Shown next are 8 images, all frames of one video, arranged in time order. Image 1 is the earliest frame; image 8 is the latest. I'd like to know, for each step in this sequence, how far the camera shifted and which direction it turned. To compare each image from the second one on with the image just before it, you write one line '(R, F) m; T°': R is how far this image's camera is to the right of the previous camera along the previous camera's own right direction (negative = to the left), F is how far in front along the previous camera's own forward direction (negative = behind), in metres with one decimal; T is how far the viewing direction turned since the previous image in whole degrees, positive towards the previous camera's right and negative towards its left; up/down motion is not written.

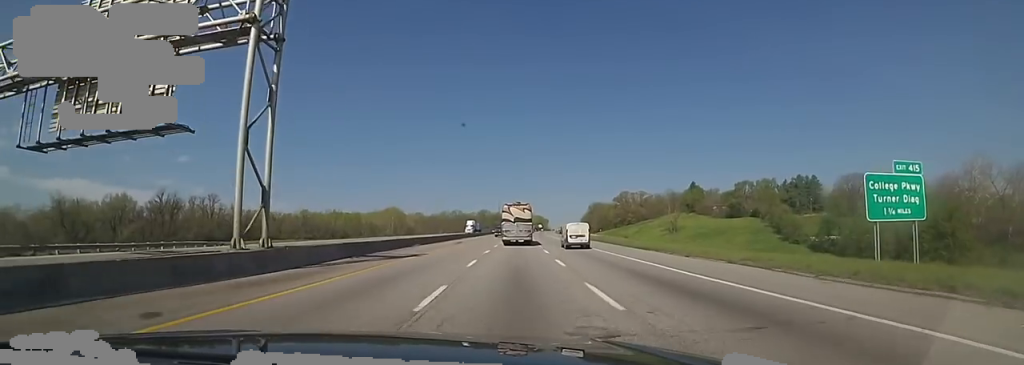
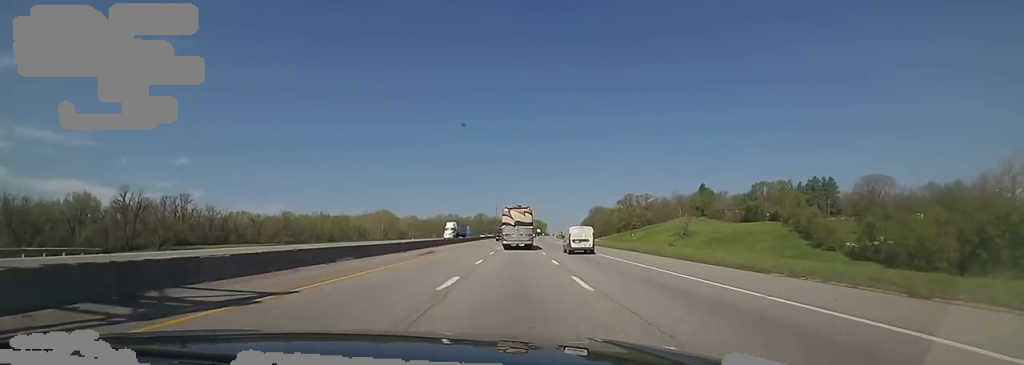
(0.0, +16.2) m; 0°
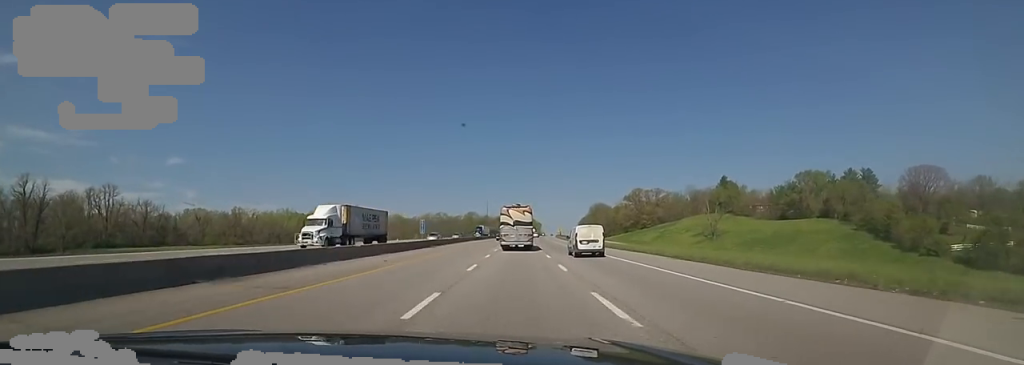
(+0.1, +34.5) m; +3°
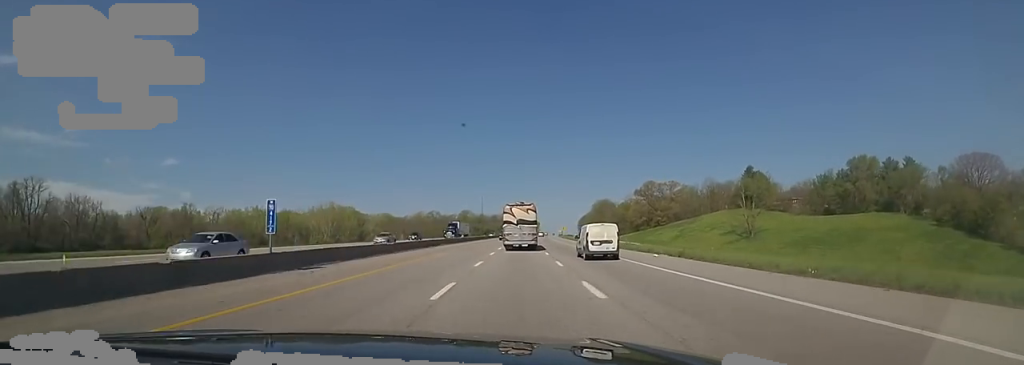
(+1.2, +27.1) m; 0°
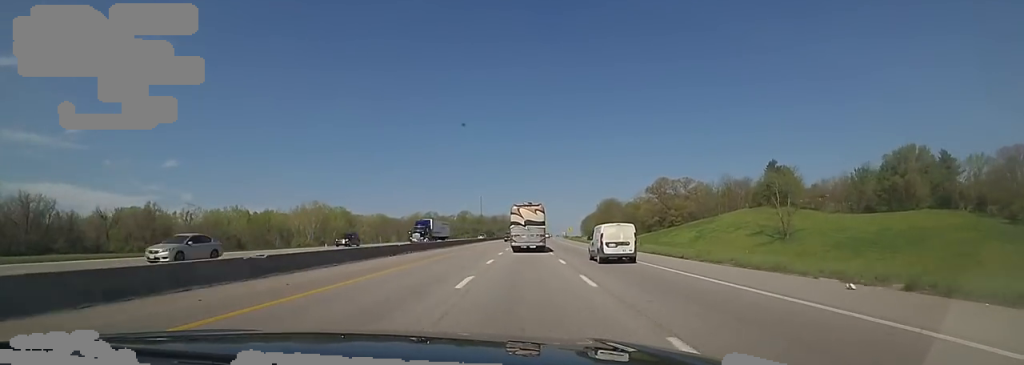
(-0.2, +17.4) m; 0°
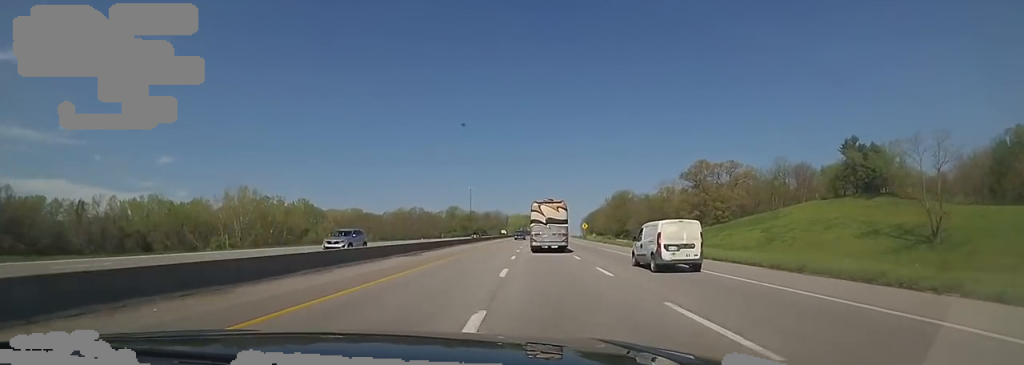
(+0.1, +46.7) m; 0°
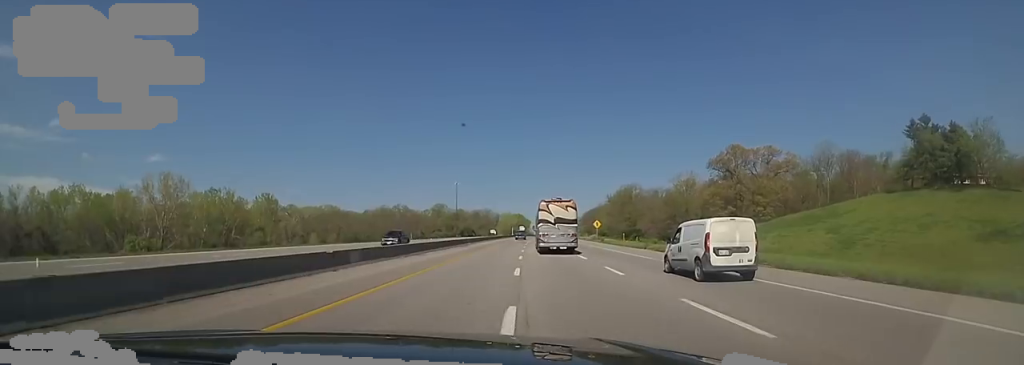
(-0.6, +29.2) m; 0°
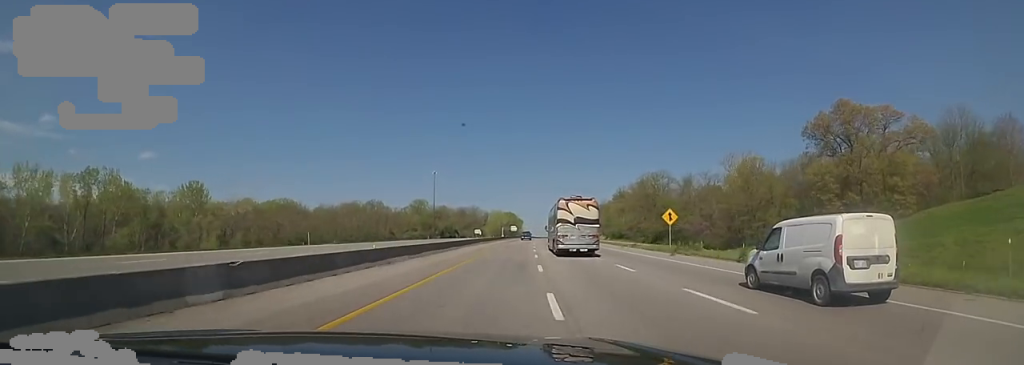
(+1.2, +47.5) m; +3°
